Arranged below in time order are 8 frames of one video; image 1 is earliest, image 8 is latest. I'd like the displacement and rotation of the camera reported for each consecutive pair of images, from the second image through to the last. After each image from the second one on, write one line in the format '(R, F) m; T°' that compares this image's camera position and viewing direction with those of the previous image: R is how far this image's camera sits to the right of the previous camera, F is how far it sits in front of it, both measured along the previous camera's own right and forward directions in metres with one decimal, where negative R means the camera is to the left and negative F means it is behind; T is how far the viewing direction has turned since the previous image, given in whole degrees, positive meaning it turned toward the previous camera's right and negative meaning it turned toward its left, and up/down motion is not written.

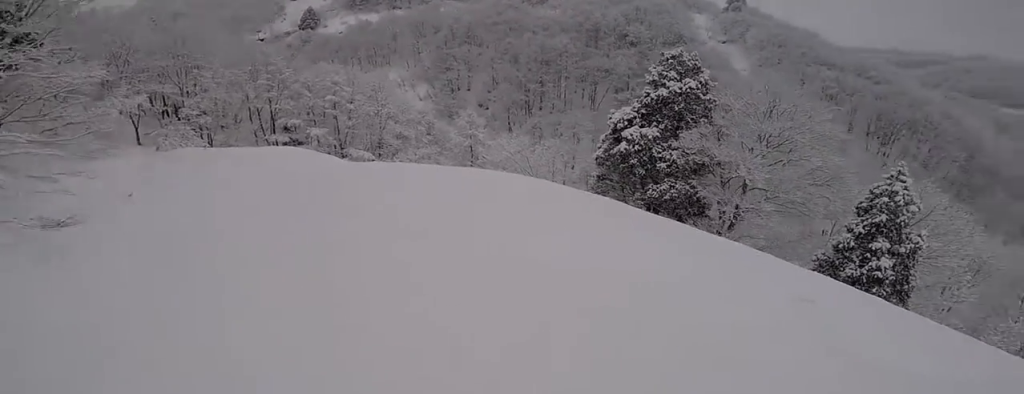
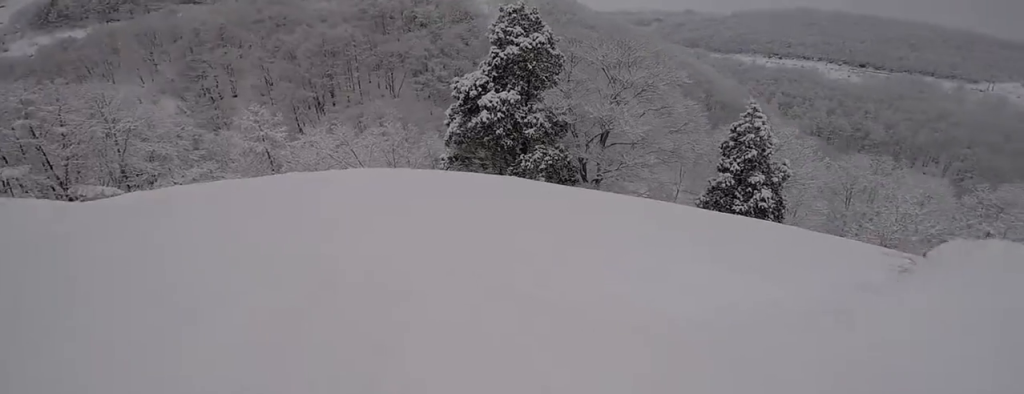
(+0.6, +3.4) m; +52°
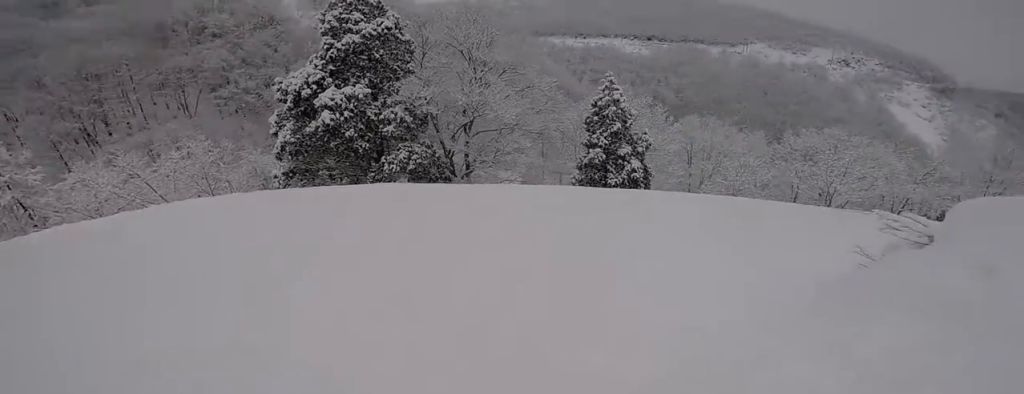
(+1.1, +1.5) m; +30°
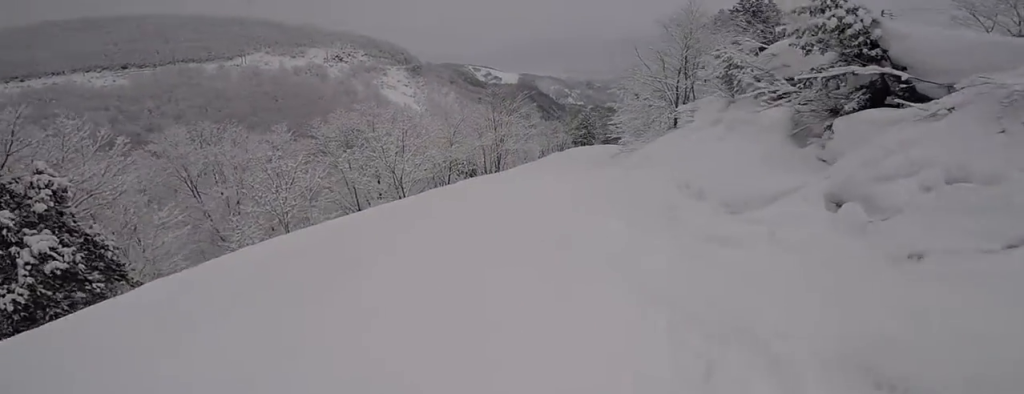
(+7.9, +8.2) m; +57°
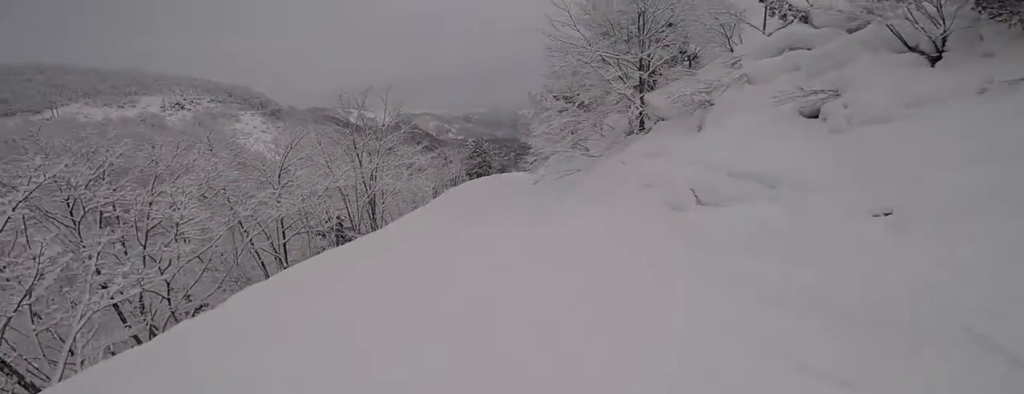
(+1.9, +11.2) m; +20°
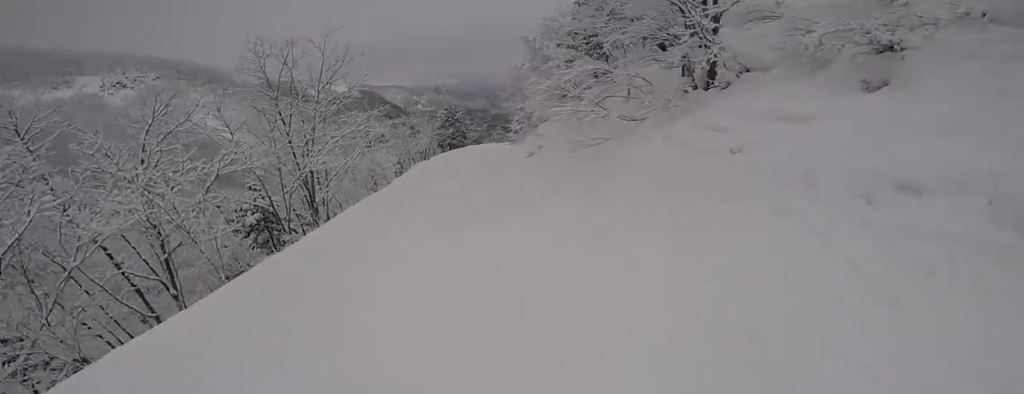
(+0.7, +5.7) m; +3°
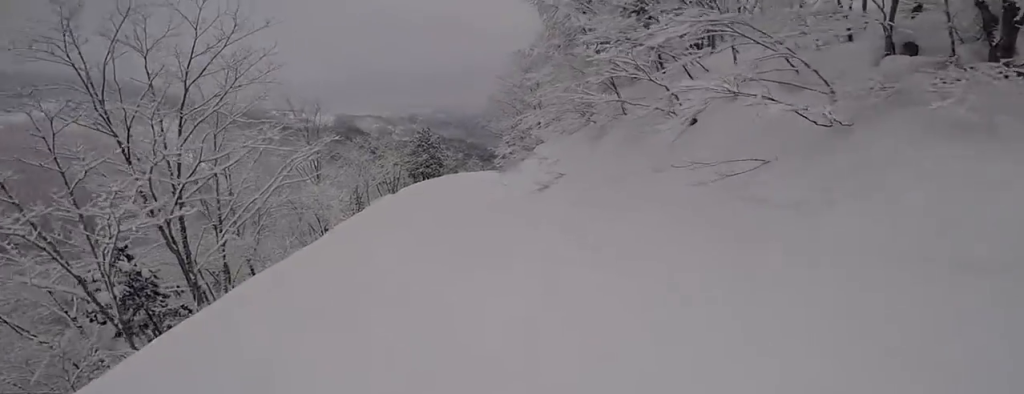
(-0.5, +7.0) m; -6°
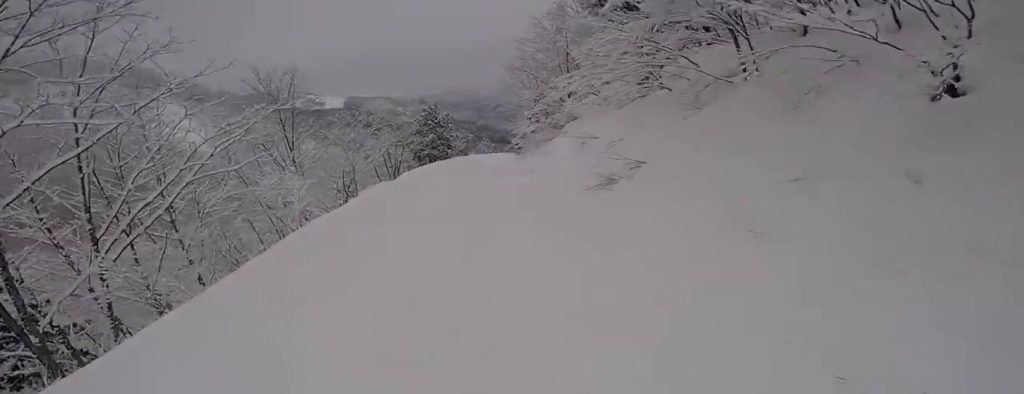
(-0.2, +4.9) m; +1°
